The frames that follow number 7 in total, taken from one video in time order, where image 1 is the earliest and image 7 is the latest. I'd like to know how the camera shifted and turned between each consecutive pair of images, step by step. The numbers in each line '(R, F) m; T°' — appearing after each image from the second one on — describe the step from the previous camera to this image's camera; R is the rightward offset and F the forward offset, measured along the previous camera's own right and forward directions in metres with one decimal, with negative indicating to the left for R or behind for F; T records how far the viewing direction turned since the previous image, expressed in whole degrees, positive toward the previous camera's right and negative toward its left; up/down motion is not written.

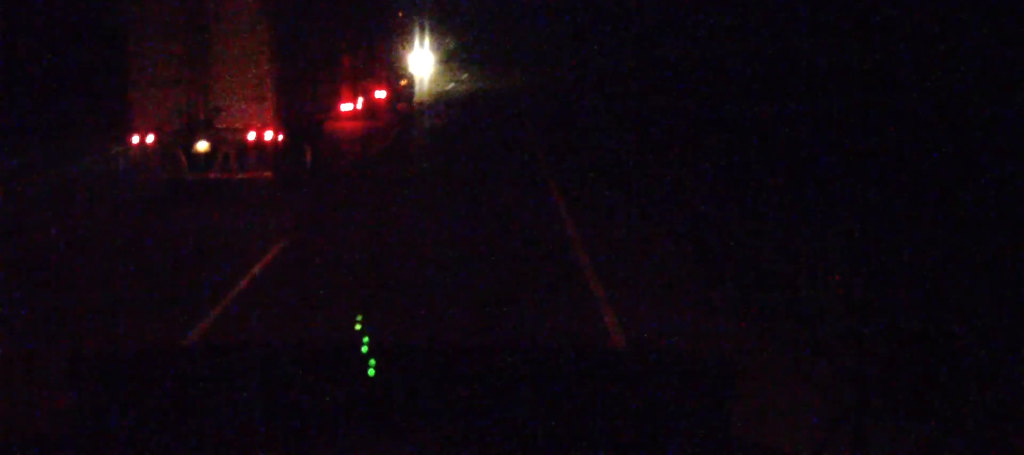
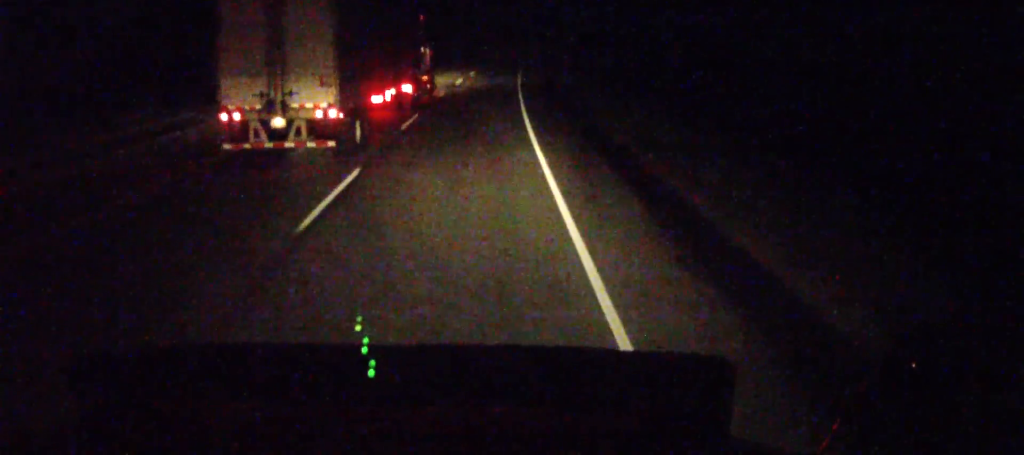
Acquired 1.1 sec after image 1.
(-0.1, +19.9) m; 0°
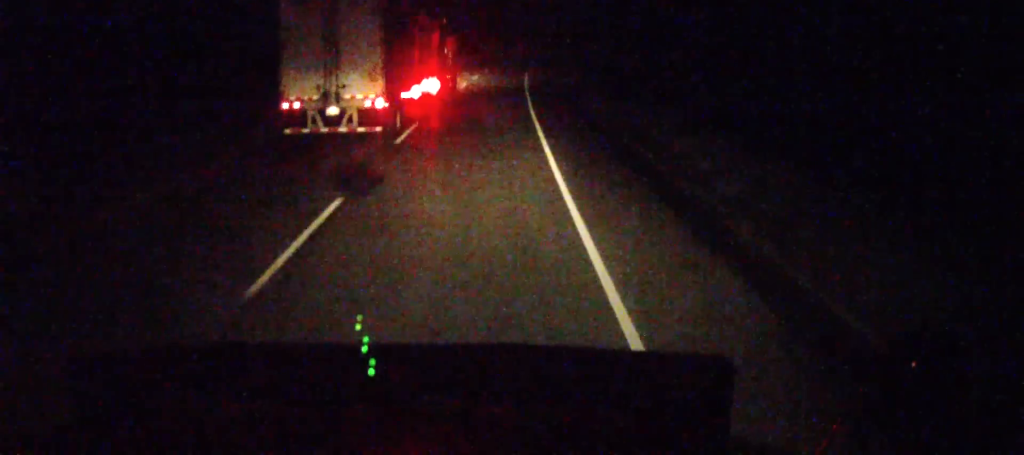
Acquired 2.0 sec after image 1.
(+0.2, +15.9) m; +1°
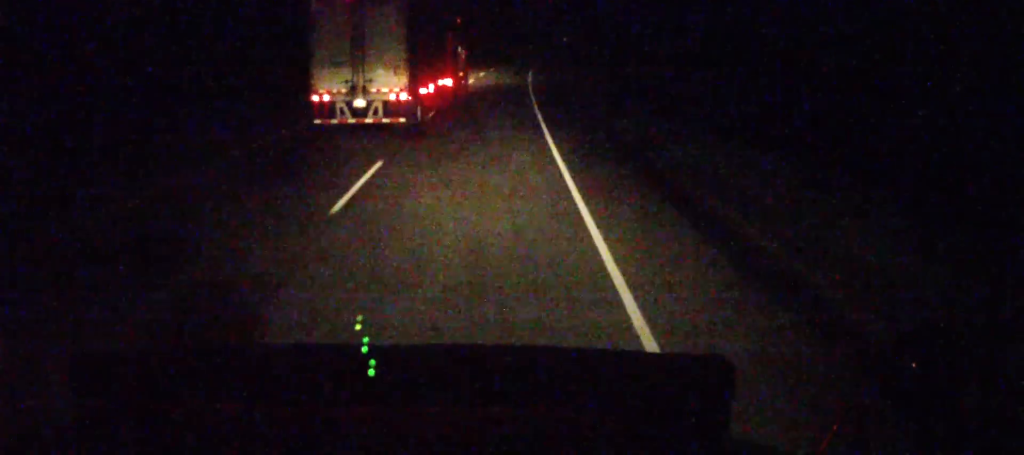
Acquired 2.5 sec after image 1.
(+0.1, +8.9) m; +1°
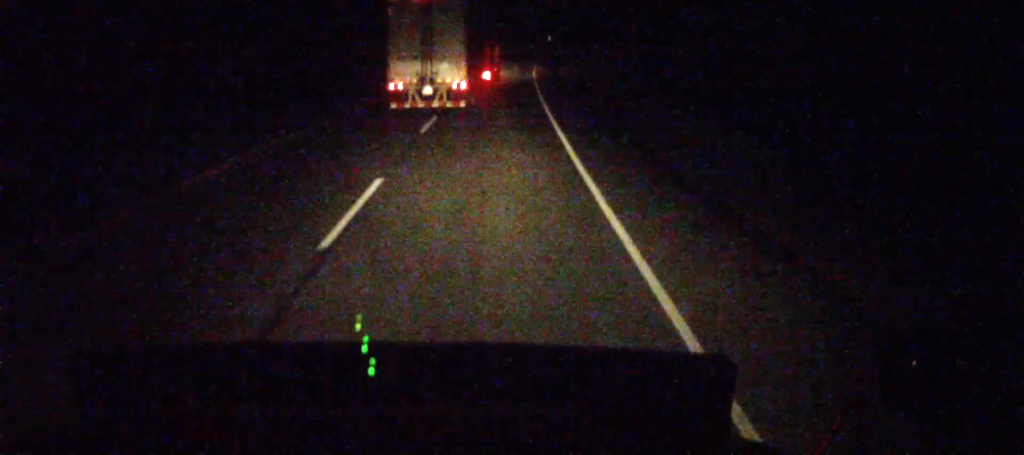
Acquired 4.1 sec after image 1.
(+0.5, +28.1) m; +3°
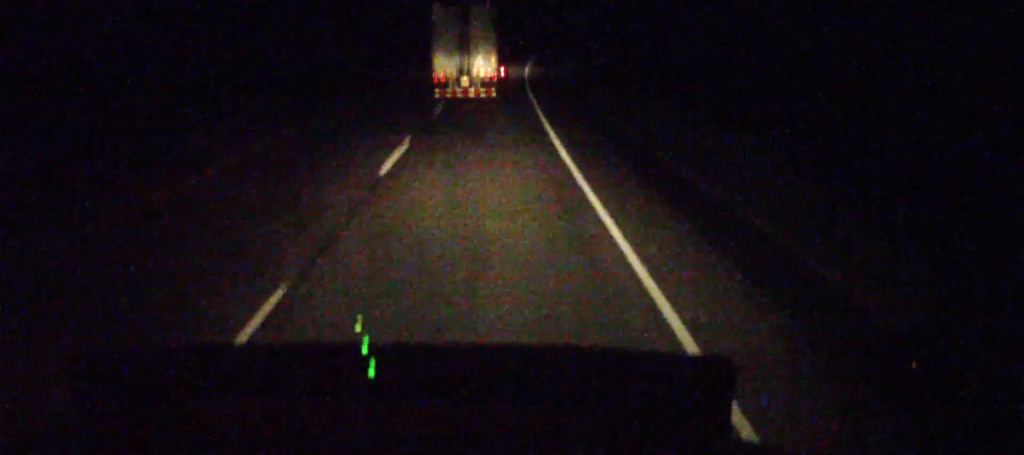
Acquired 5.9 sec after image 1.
(+1.3, +32.7) m; +3°
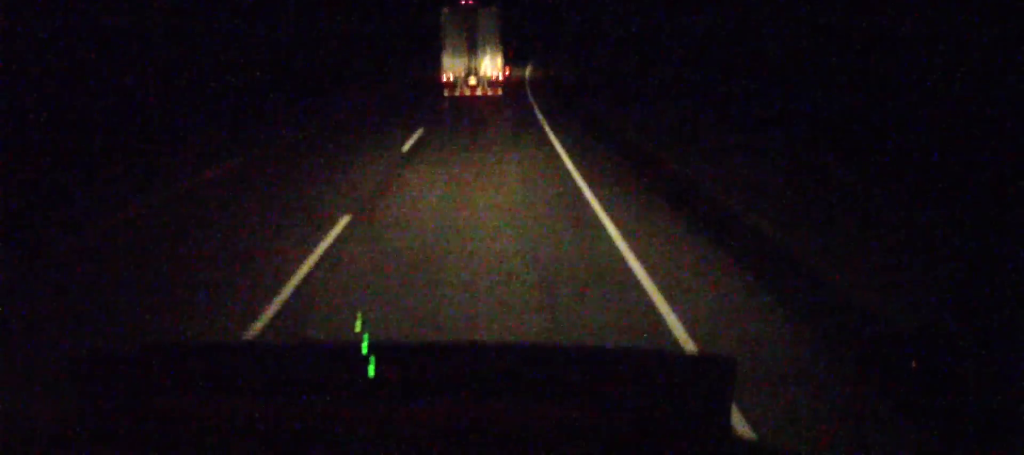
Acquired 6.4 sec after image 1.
(0.0, +9.2) m; 0°
